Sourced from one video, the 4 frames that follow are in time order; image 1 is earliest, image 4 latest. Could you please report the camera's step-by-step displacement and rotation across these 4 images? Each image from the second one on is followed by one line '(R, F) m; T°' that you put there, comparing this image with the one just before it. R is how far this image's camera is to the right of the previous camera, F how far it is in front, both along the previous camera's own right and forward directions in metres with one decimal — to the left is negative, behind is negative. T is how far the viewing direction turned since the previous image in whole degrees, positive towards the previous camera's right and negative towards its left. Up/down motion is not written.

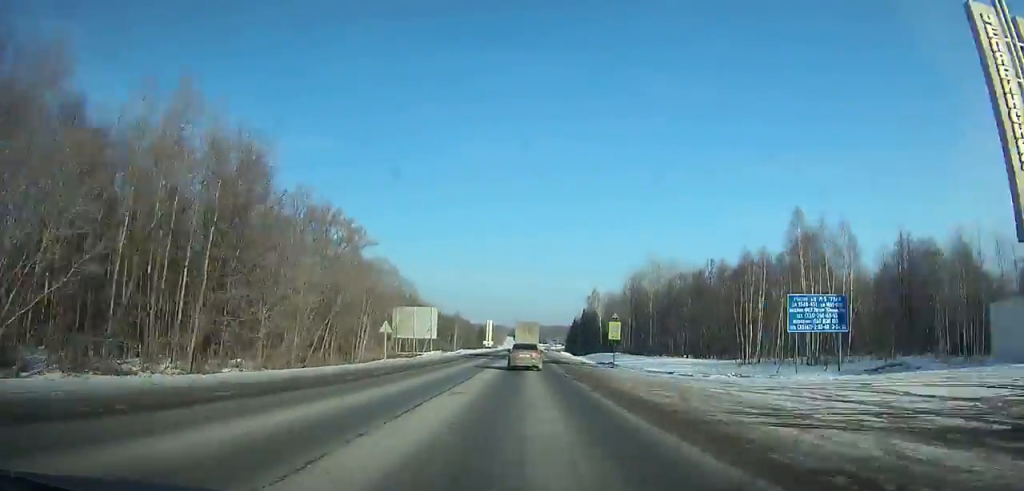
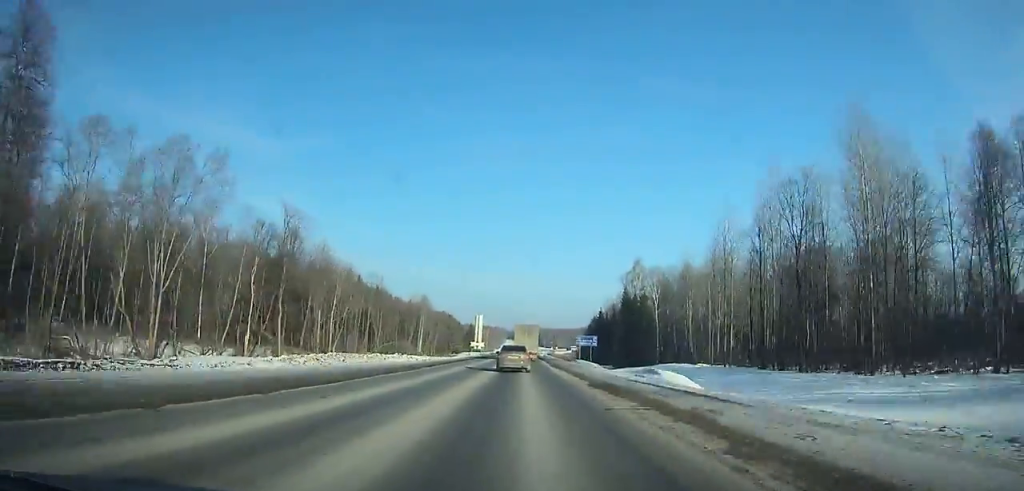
(+0.1, +77.3) m; 0°
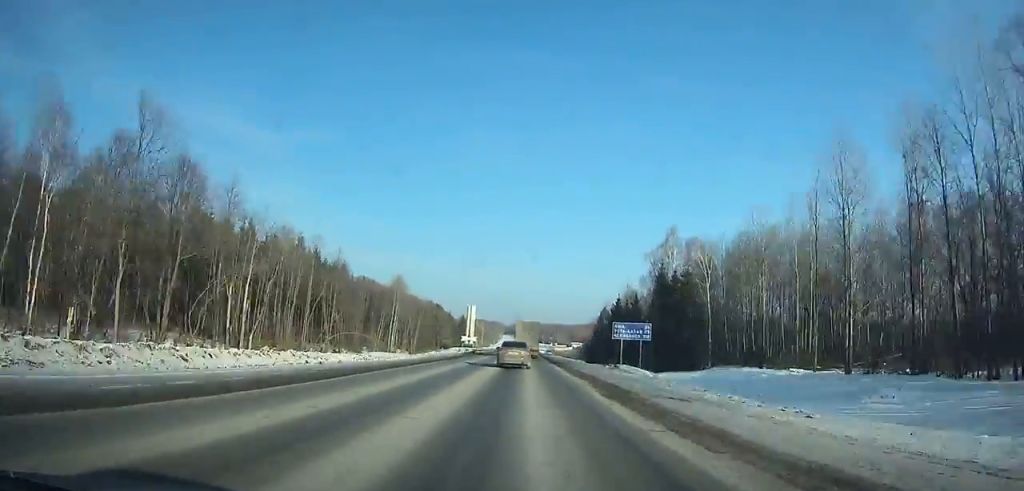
(-0.1, +30.6) m; 0°
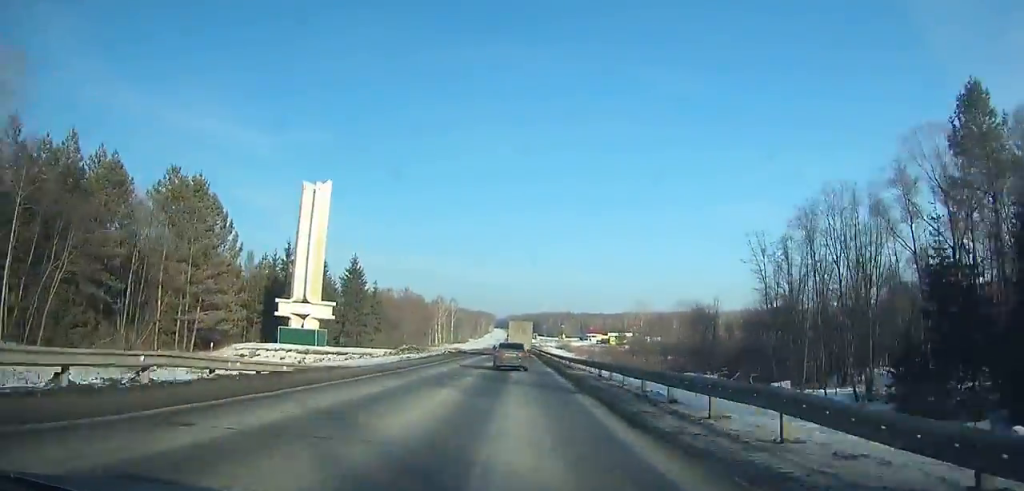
(-0.5, +169.3) m; 0°
